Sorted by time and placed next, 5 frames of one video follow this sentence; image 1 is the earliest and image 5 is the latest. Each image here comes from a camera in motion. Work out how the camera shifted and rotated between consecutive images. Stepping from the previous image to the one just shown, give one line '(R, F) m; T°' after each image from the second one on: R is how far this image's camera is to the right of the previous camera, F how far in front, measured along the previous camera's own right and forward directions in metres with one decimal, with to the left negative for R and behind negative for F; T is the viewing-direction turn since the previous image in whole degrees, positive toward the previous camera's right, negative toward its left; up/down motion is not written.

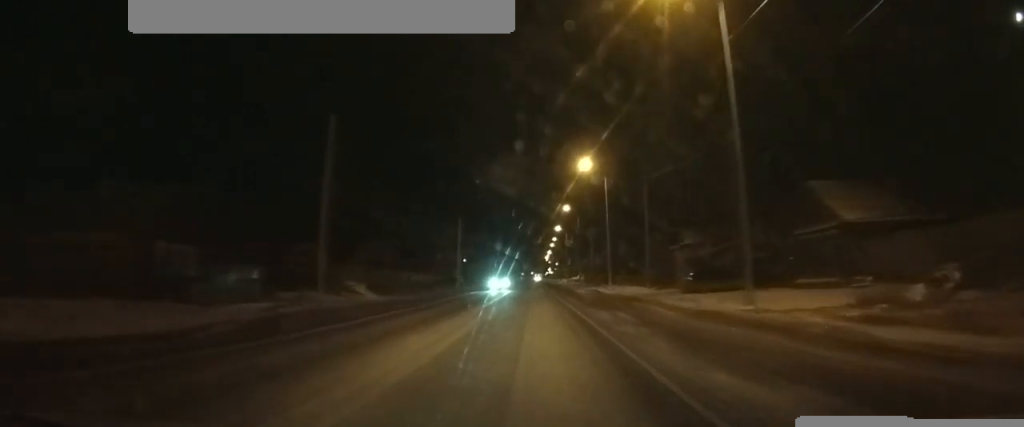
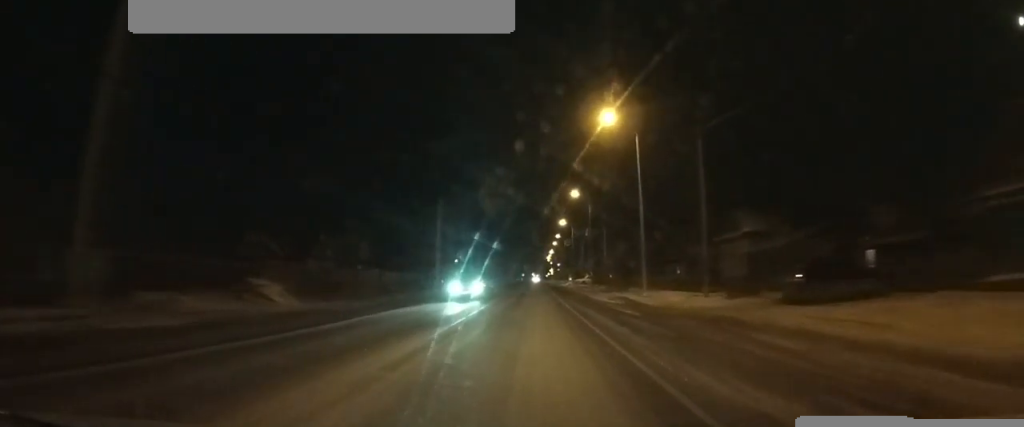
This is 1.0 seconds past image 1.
(0.0, +15.5) m; 0°
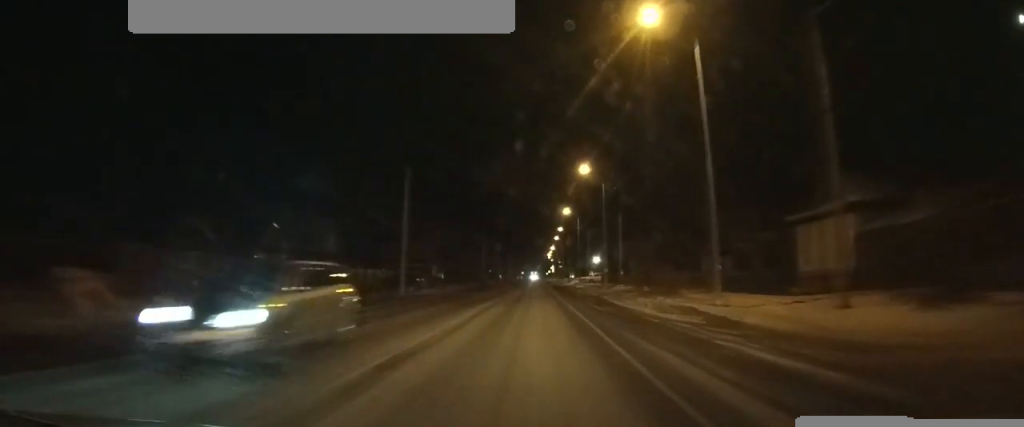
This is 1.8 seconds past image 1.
(0.0, +14.5) m; 0°
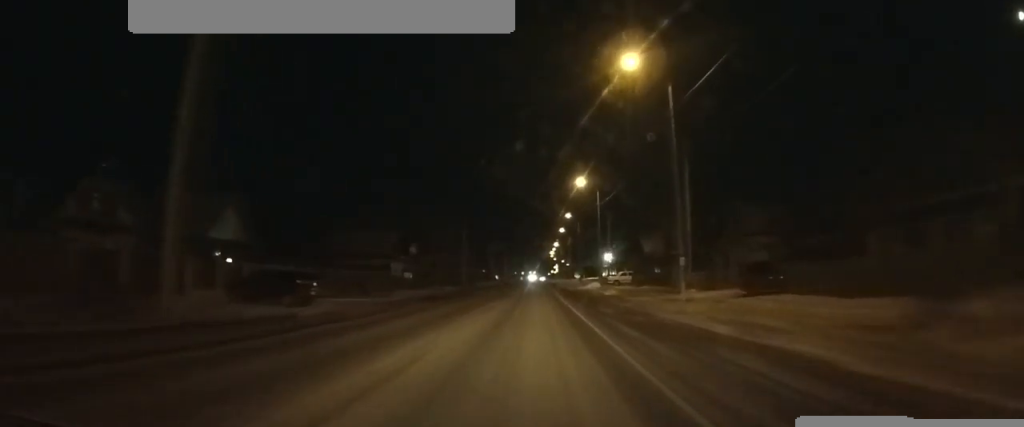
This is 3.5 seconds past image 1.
(-0.2, +29.8) m; -1°
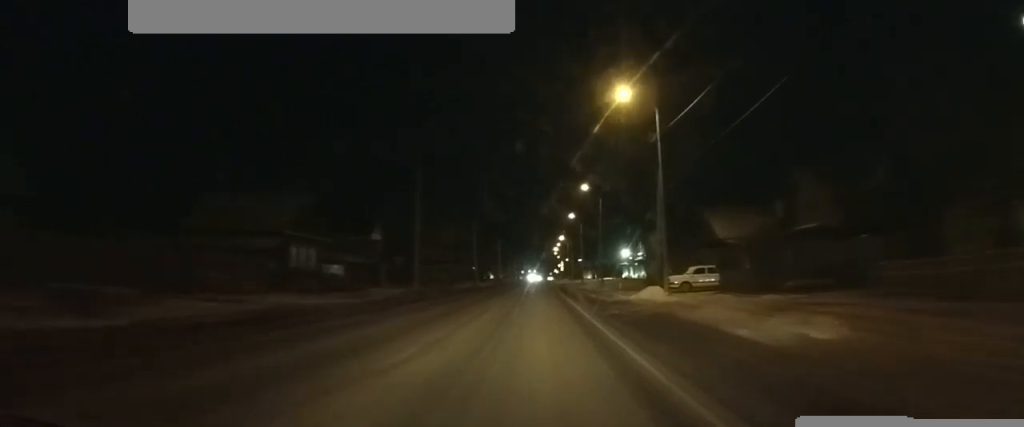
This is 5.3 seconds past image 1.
(0.0, +30.8) m; 0°
